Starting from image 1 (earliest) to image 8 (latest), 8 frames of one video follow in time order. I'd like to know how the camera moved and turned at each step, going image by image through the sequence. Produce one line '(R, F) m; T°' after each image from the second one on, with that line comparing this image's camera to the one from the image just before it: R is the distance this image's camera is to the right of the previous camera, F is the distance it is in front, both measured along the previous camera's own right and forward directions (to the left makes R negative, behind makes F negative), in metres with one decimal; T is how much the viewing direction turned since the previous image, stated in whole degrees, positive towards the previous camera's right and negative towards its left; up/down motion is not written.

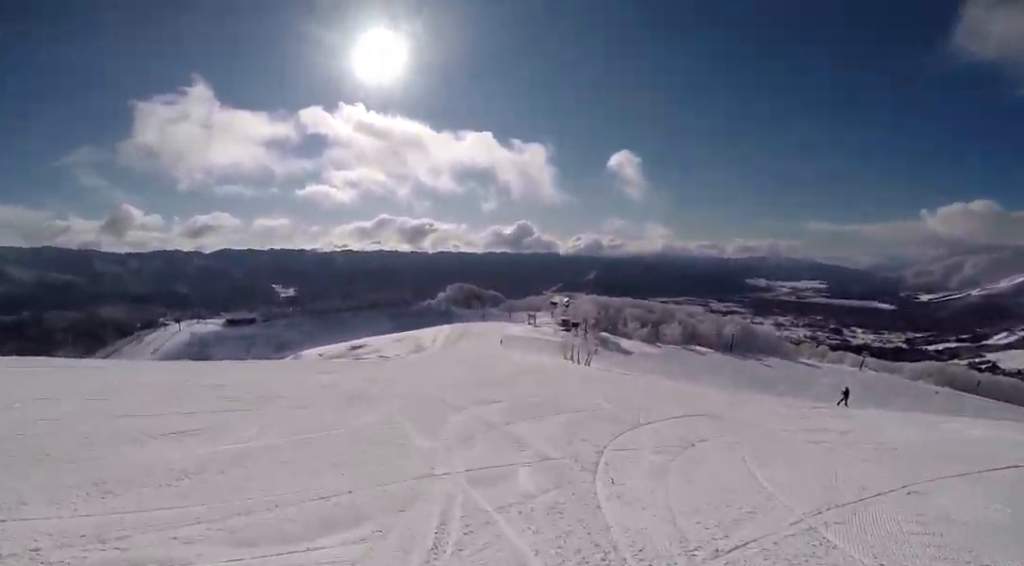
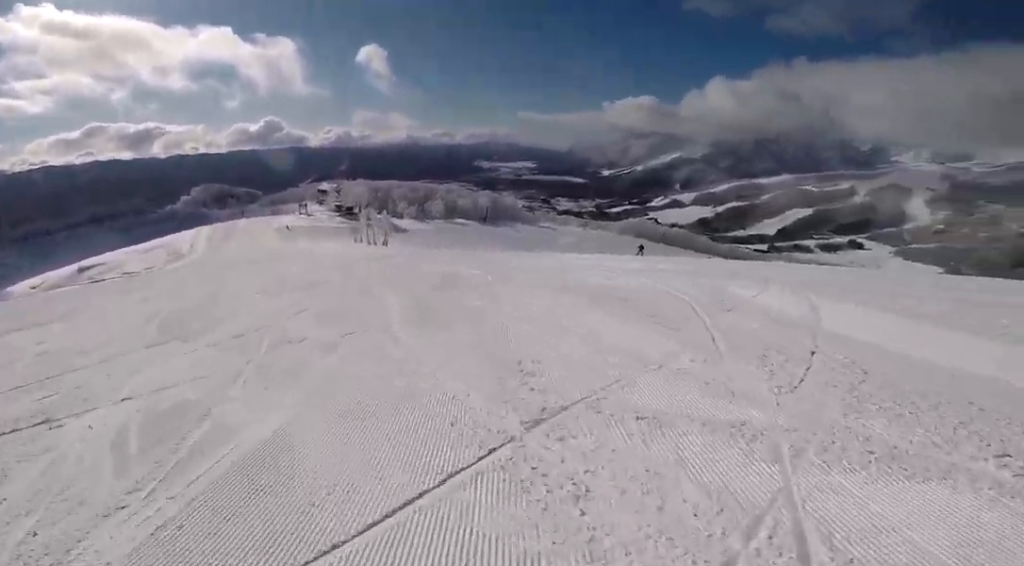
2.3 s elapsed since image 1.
(+5.7, +10.9) m; +43°
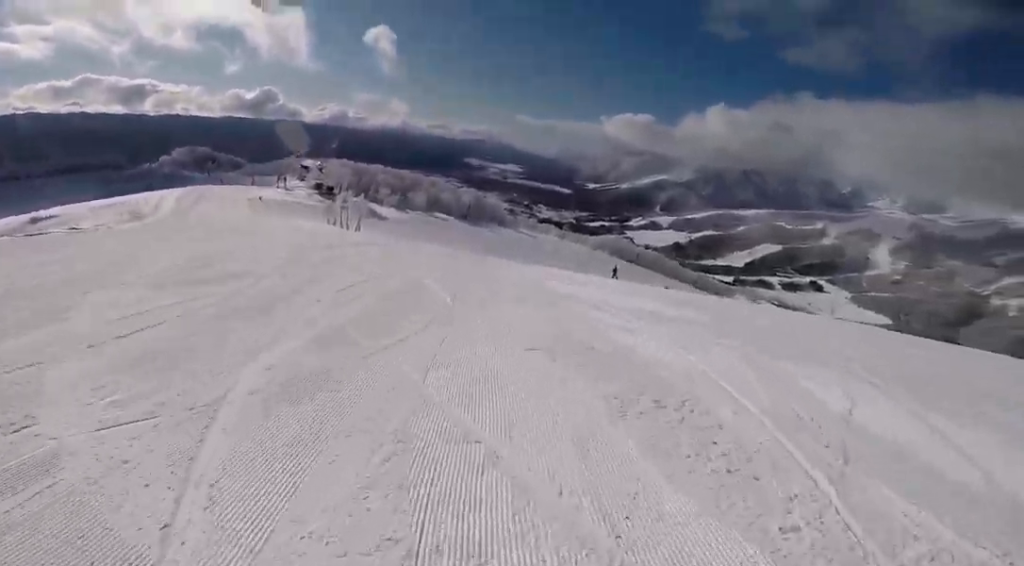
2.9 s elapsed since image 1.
(+0.5, +3.4) m; -1°
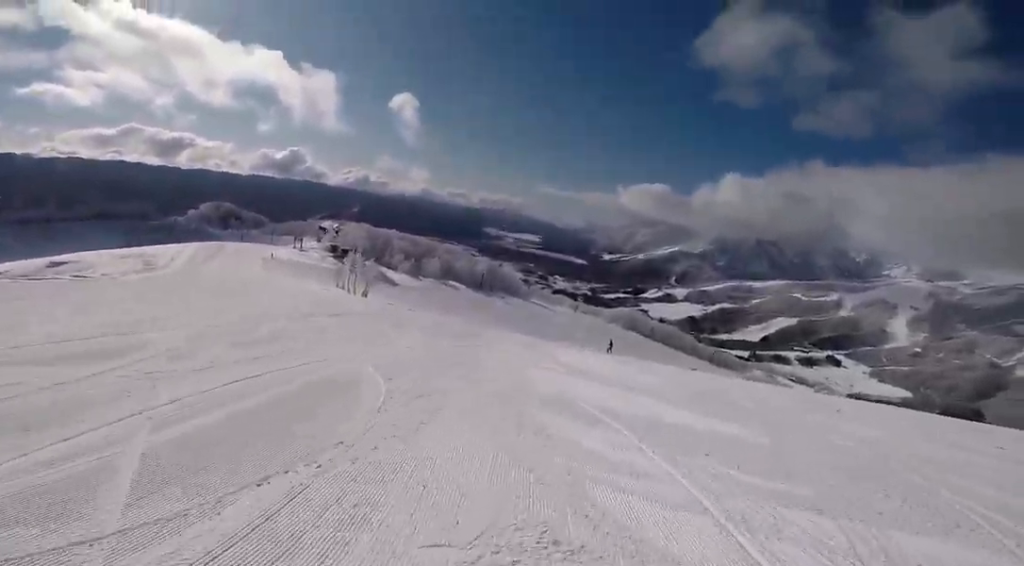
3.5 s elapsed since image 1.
(+0.3, +3.0) m; -4°
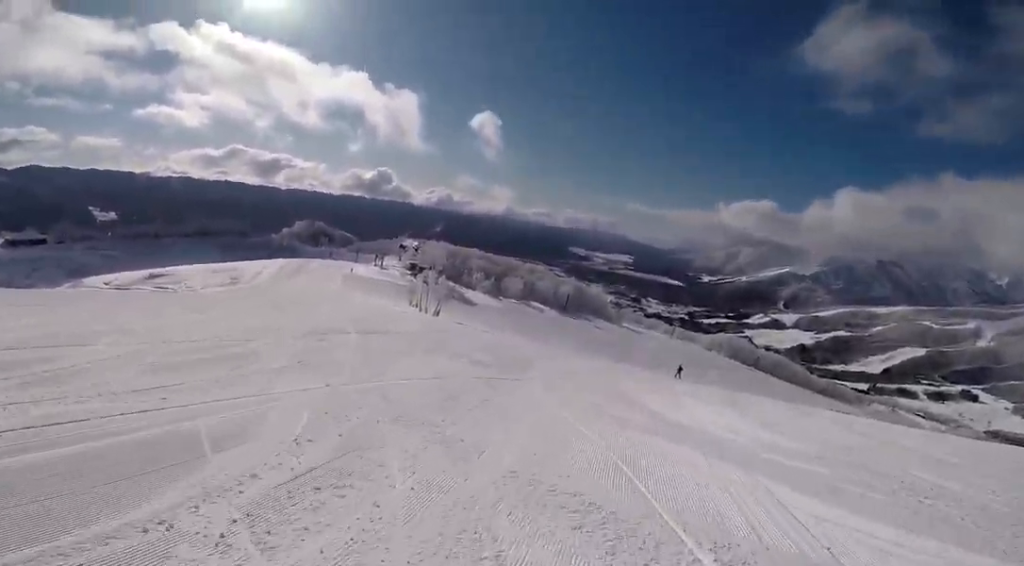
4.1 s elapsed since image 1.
(-0.6, +3.3) m; -14°
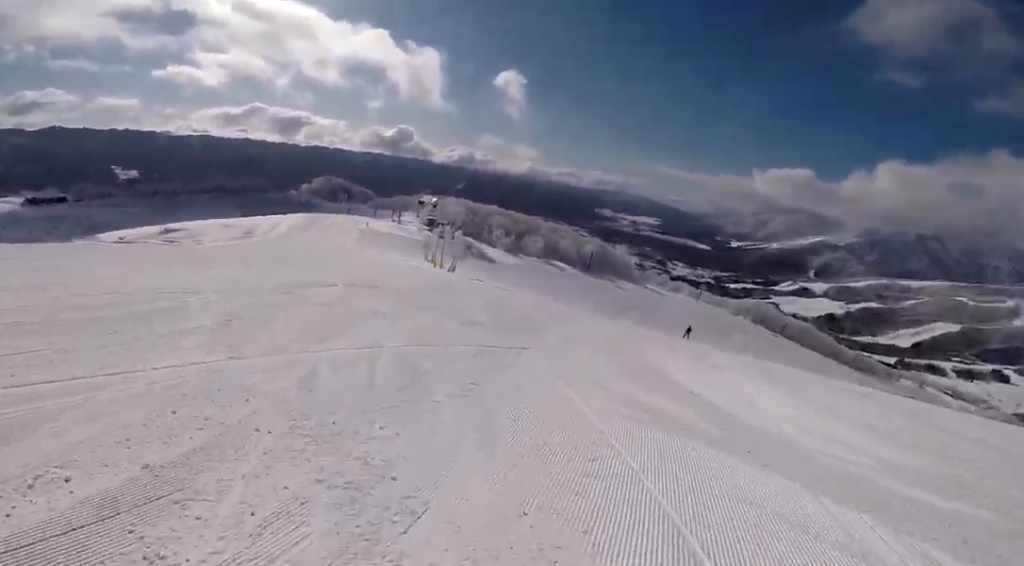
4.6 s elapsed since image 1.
(-0.2, +2.1) m; -7°
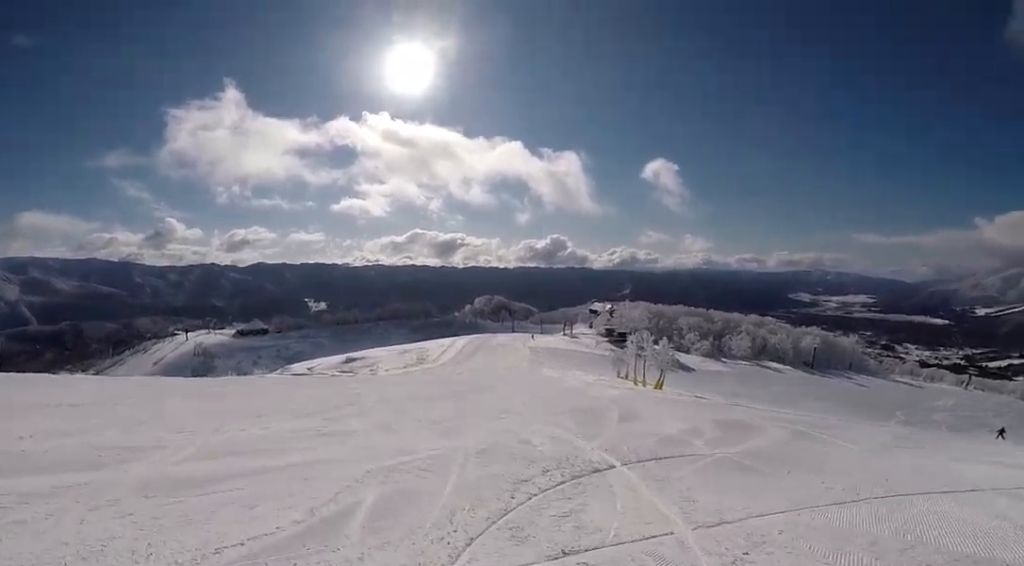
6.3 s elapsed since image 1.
(-1.9, +8.9) m; -15°
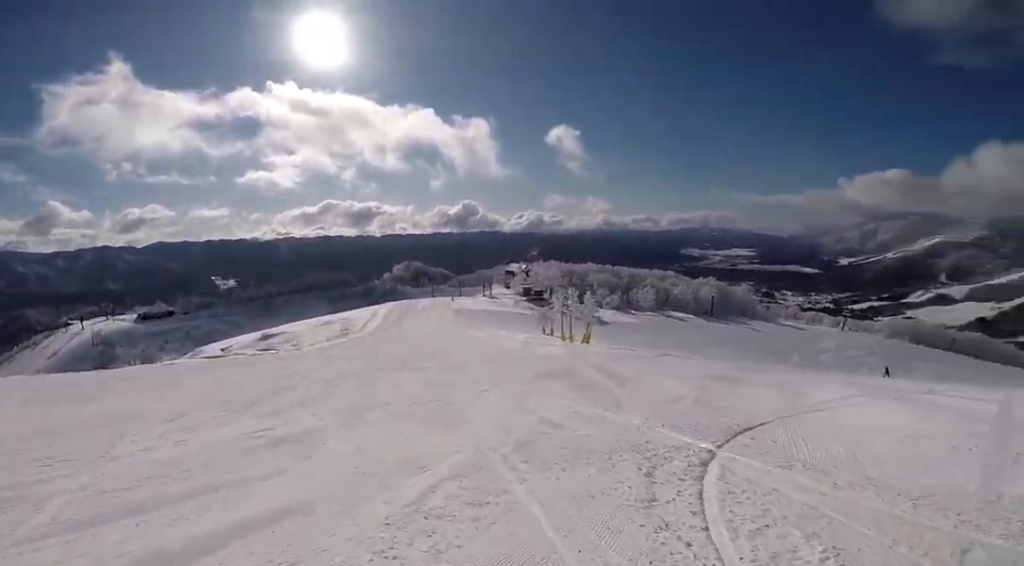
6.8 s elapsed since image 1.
(+0.1, +3.0) m; +14°
